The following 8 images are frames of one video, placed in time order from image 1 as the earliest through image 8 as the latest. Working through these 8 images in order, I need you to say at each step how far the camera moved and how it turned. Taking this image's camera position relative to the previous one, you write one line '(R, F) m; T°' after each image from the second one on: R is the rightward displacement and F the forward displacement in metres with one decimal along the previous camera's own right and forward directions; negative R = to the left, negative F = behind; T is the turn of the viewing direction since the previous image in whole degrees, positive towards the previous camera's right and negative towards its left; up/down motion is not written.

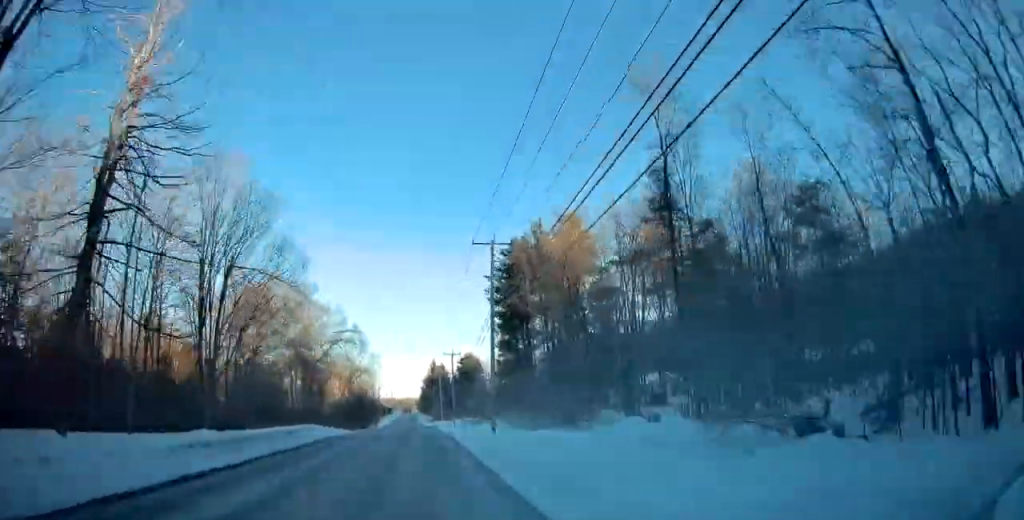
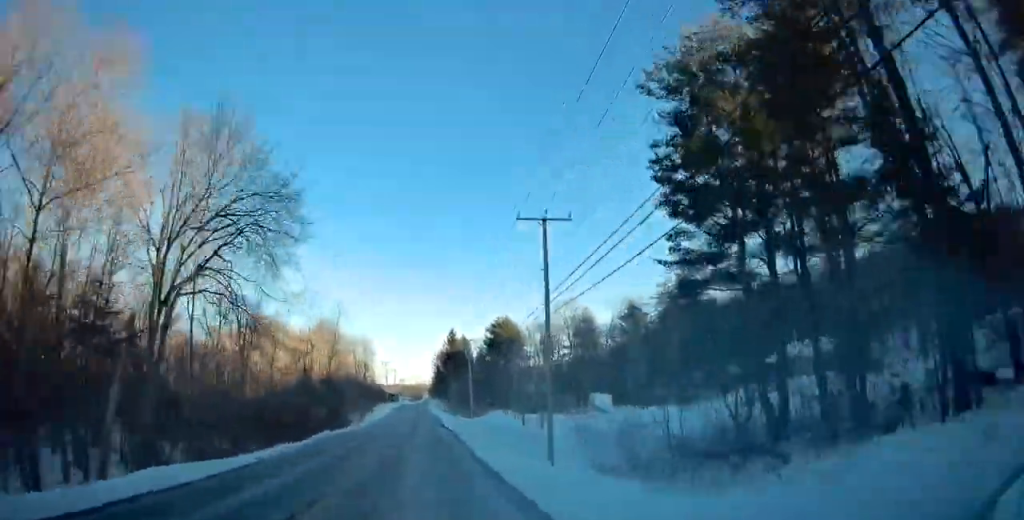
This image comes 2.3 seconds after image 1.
(-0.3, +56.0) m; 0°
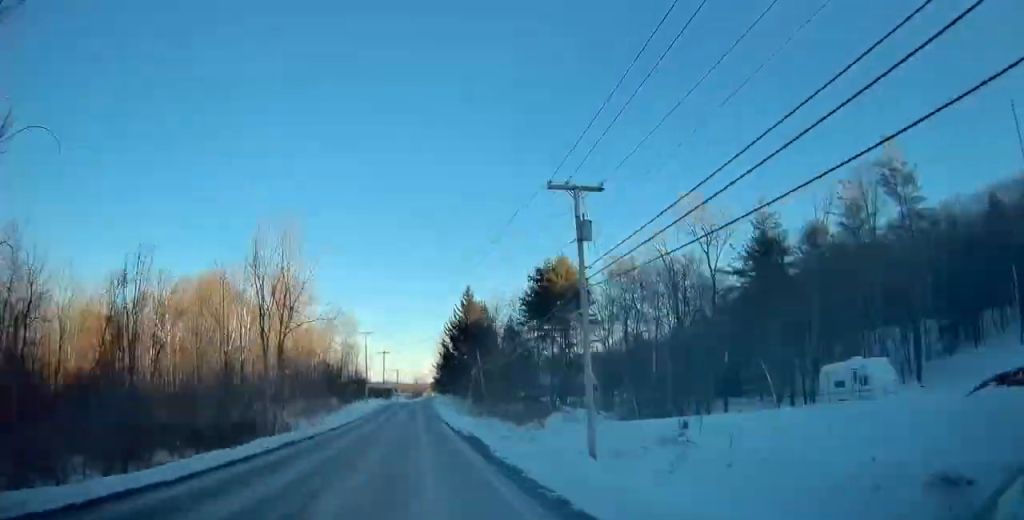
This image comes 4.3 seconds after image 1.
(-0.2, +52.3) m; 0°
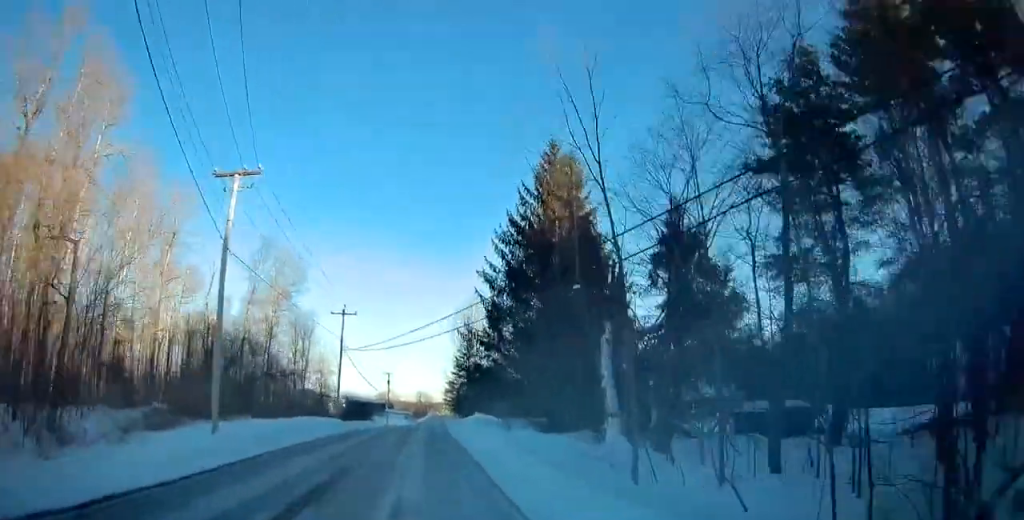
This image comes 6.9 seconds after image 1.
(0.0, +66.5) m; 0°
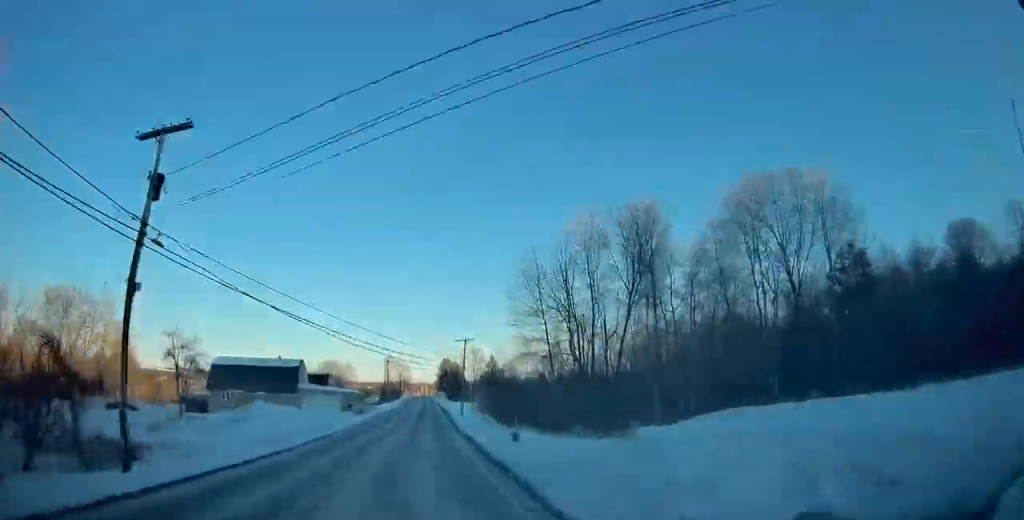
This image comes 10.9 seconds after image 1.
(+0.8, +100.0) m; +2°
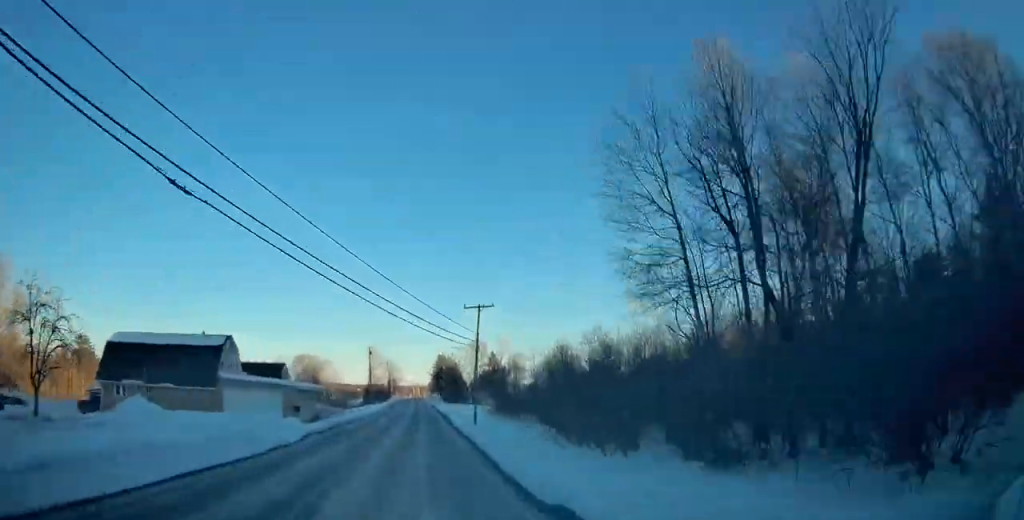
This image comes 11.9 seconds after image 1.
(+0.3, +25.3) m; 0°
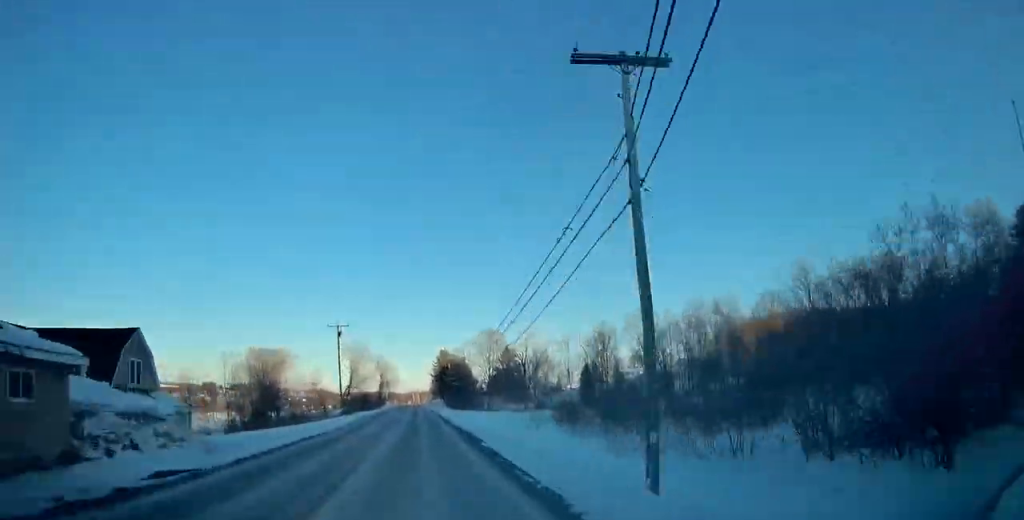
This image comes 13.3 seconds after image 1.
(+0.2, +35.3) m; 0°
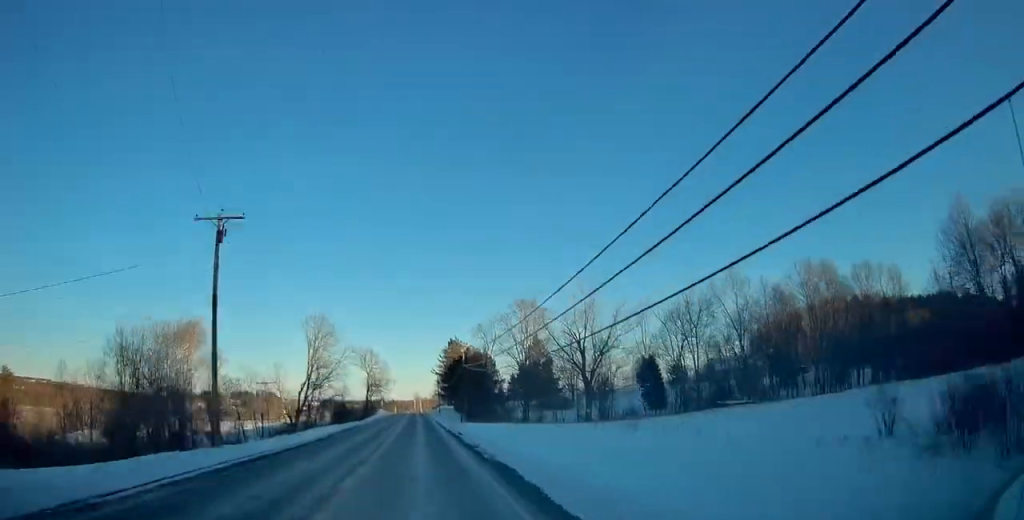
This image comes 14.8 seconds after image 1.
(+0.1, +38.6) m; 0°
